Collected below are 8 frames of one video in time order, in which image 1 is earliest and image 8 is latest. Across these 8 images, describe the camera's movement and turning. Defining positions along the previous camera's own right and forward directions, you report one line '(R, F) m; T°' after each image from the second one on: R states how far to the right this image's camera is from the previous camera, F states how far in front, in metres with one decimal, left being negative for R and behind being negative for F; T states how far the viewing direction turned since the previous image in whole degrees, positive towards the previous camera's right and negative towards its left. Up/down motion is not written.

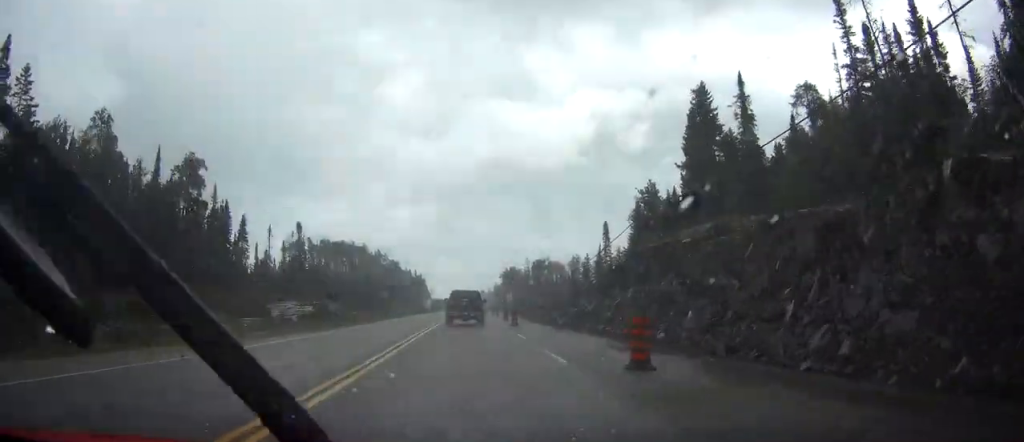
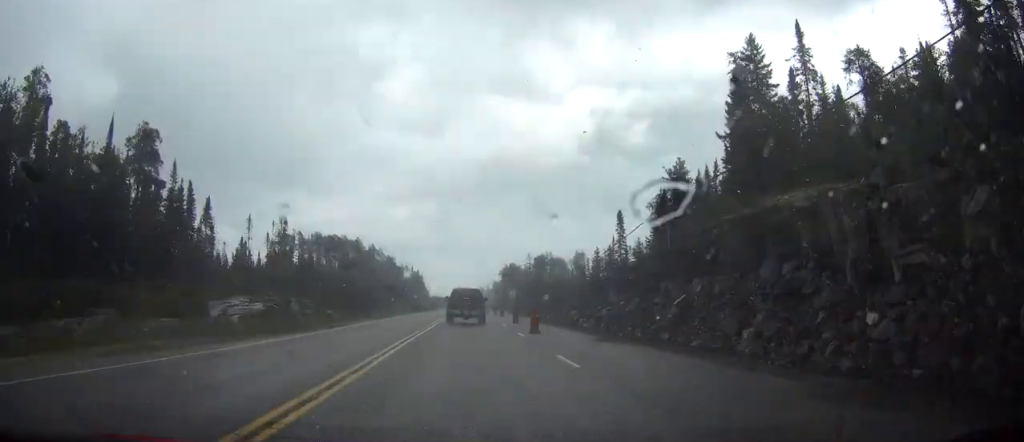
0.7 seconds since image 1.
(0.0, +12.2) m; 0°
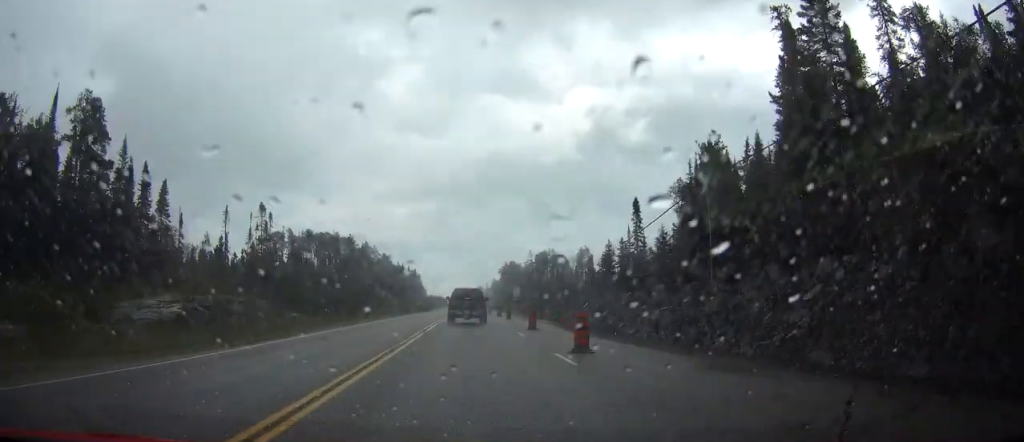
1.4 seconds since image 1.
(+0.1, +11.6) m; 0°
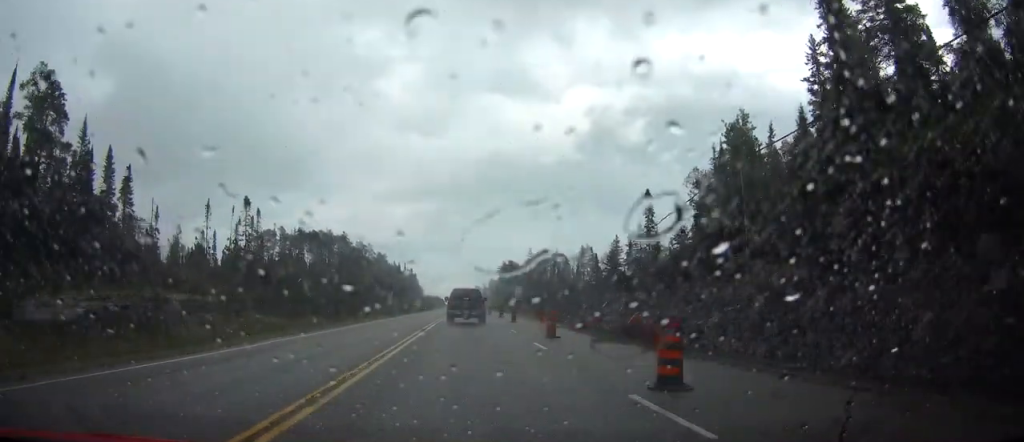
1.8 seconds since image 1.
(0.0, +7.6) m; 0°
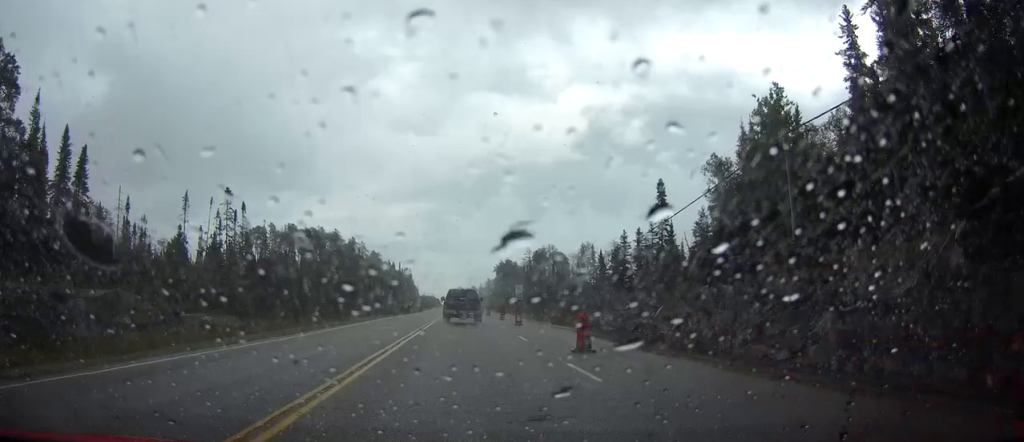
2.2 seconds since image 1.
(0.0, +7.6) m; 0°
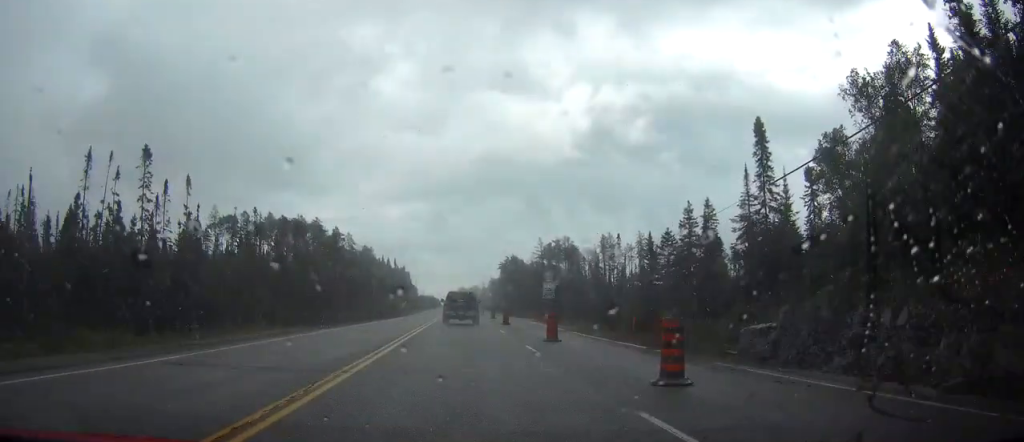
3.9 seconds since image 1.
(-0.1, +29.3) m; 0°
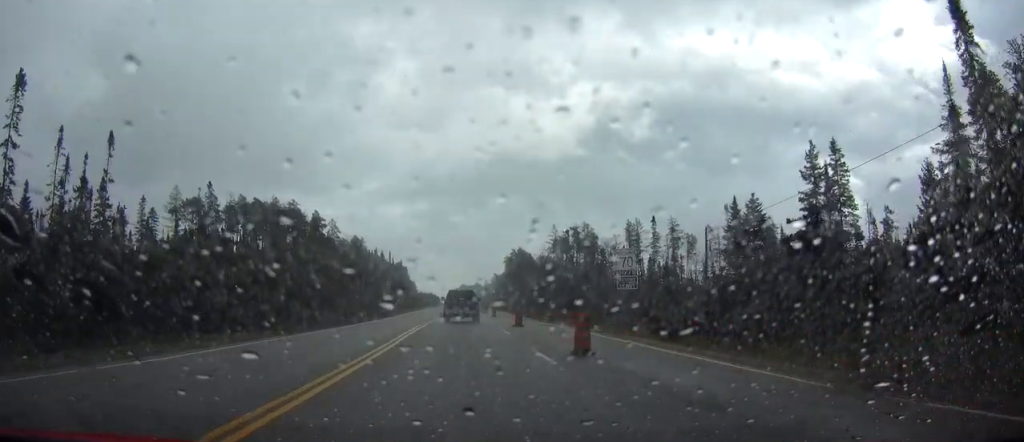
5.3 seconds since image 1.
(-0.2, +27.2) m; -1°
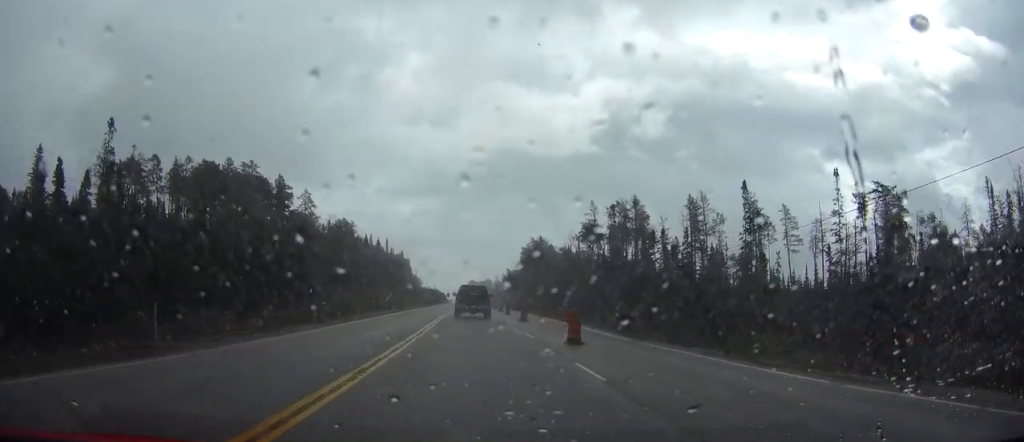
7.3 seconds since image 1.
(-0.2, +38.5) m; -1°
